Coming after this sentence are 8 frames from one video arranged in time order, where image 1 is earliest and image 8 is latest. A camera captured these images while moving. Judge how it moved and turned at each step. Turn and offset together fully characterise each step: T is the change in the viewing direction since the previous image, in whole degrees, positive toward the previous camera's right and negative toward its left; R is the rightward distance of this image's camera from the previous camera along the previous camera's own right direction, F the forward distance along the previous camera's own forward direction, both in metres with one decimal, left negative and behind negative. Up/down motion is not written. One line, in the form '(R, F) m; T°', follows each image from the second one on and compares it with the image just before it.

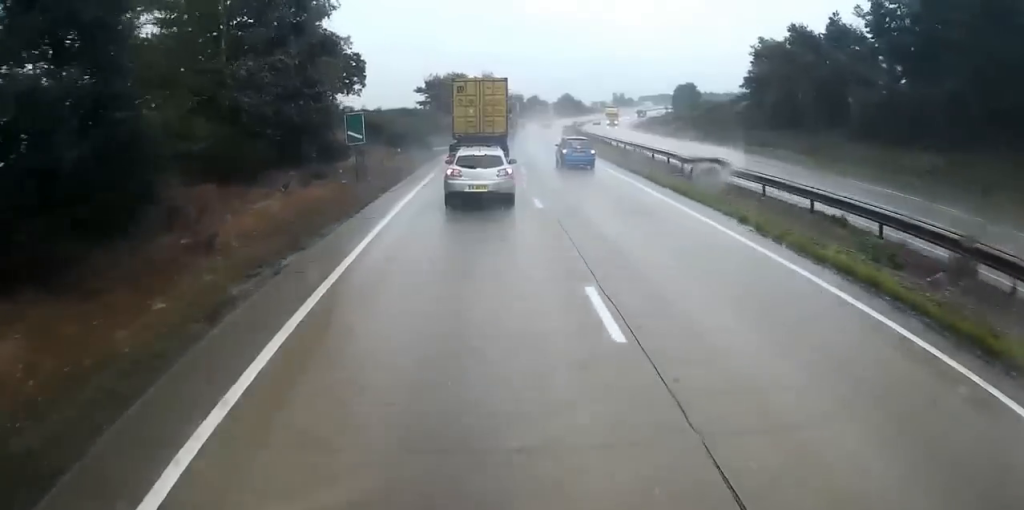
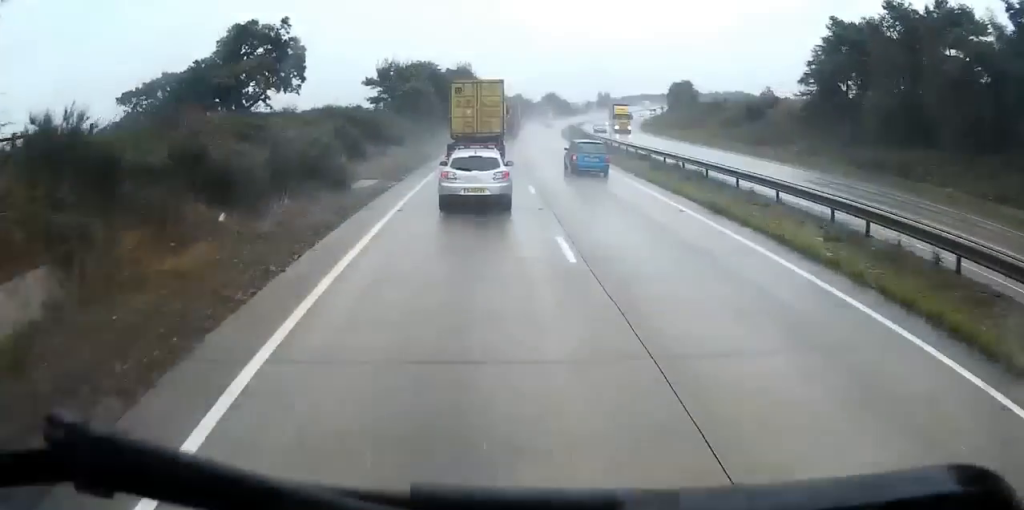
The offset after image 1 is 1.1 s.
(+0.6, +24.4) m; +3°
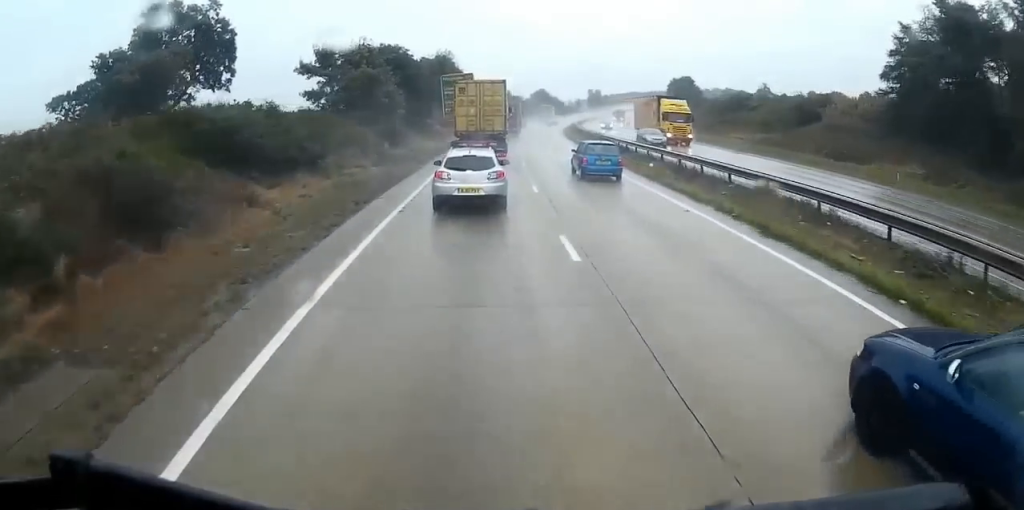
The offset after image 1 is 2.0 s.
(+0.3, +18.9) m; +2°
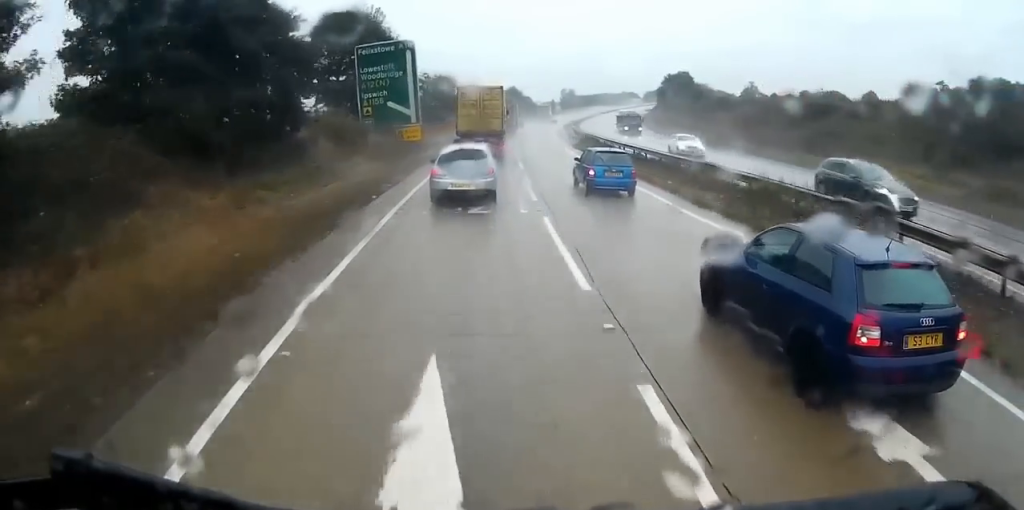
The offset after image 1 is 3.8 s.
(+0.5, +36.2) m; +2°
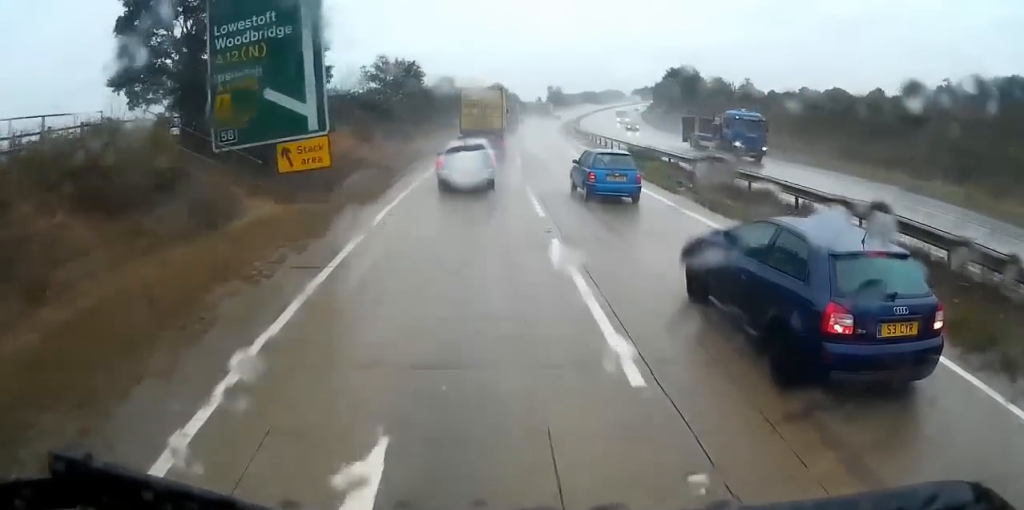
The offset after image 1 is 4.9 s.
(+0.4, +21.5) m; +3°
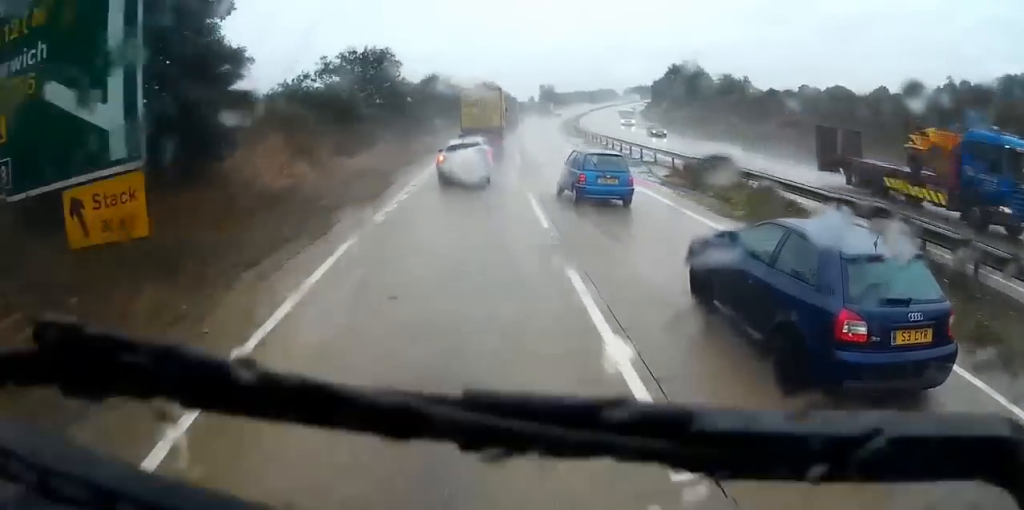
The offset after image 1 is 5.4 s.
(+0.2, +10.7) m; +1°
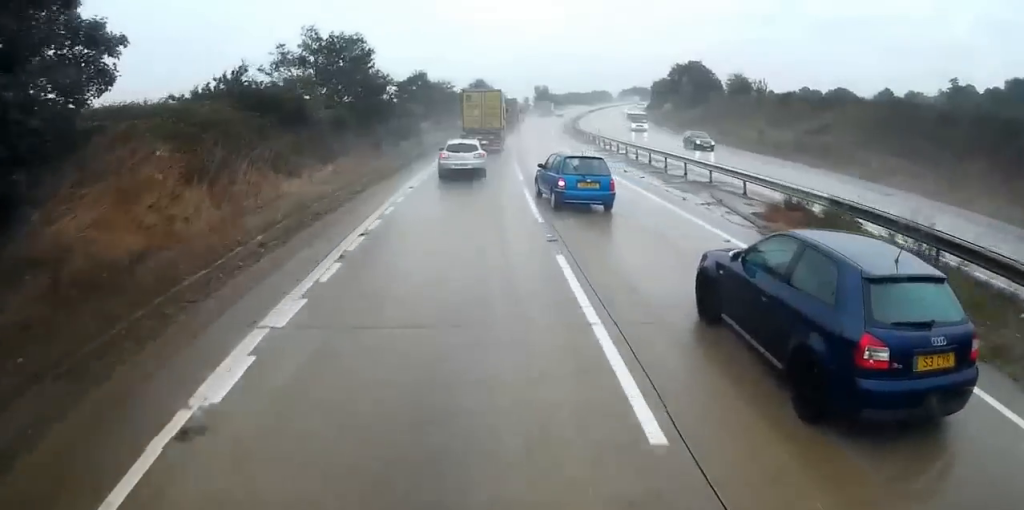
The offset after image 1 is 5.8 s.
(0.0, +8.7) m; +1°
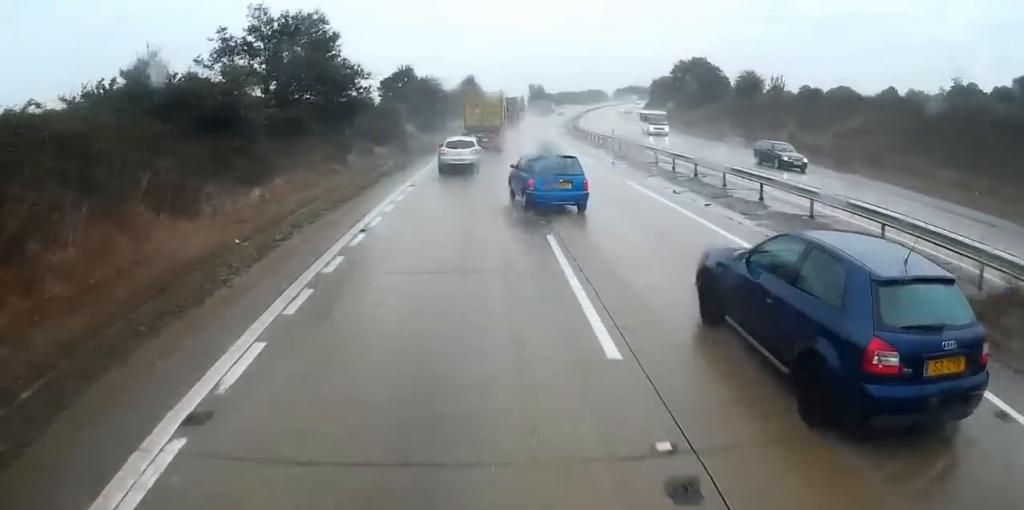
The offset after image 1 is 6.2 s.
(+0.1, +8.0) m; +1°
